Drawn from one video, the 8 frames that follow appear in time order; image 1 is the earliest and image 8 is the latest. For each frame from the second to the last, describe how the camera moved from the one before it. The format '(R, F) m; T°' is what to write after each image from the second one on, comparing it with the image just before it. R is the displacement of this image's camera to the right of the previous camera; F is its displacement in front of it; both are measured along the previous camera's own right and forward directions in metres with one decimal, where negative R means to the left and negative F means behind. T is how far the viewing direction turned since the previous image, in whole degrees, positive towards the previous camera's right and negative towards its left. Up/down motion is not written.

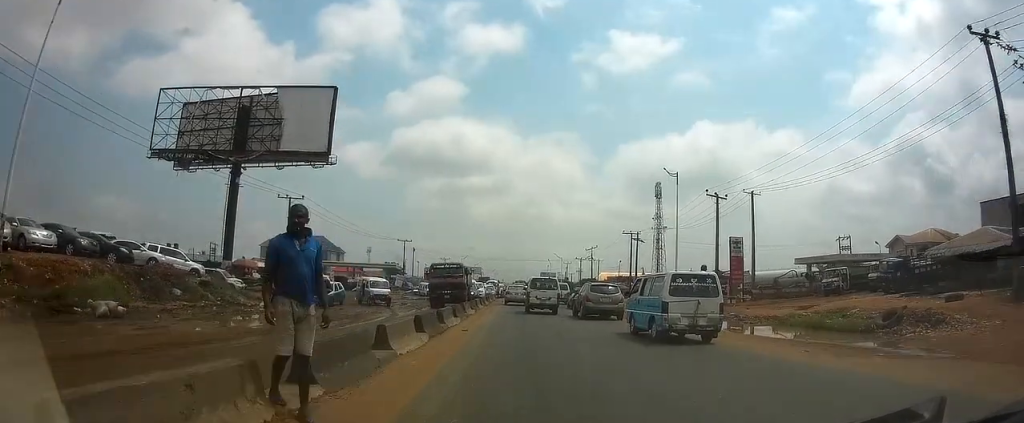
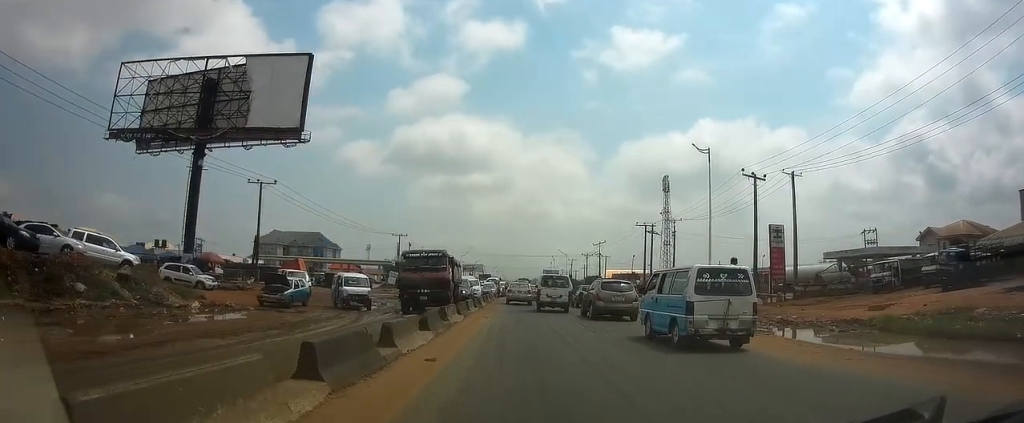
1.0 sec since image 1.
(-0.1, +7.2) m; 0°
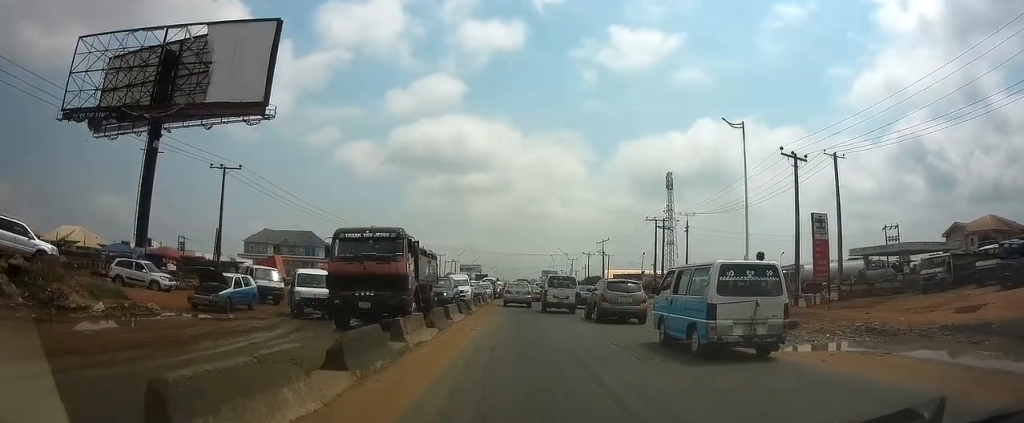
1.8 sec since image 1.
(+0.1, +6.0) m; +1°
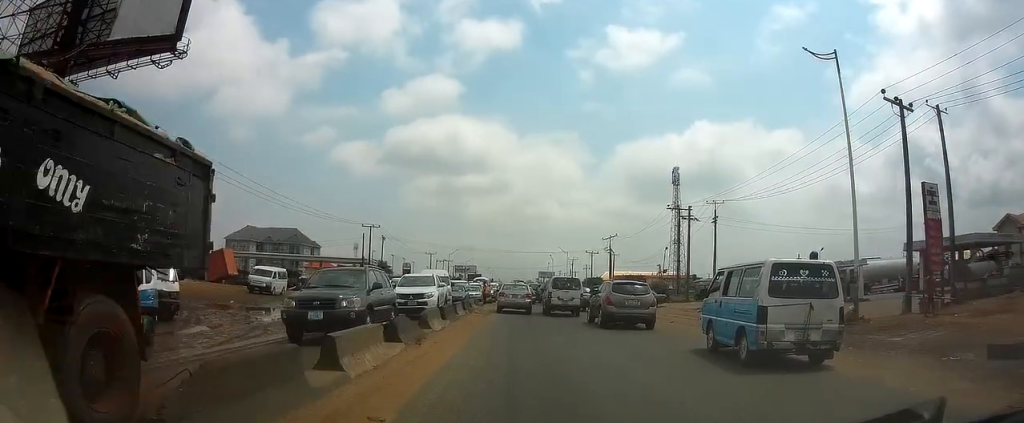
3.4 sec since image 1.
(+0.1, +10.6) m; 0°
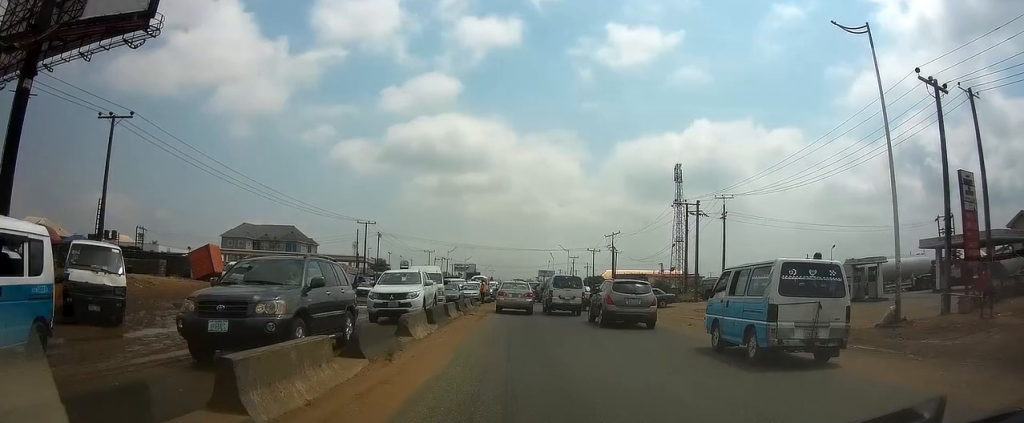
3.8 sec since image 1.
(0.0, +2.4) m; 0°
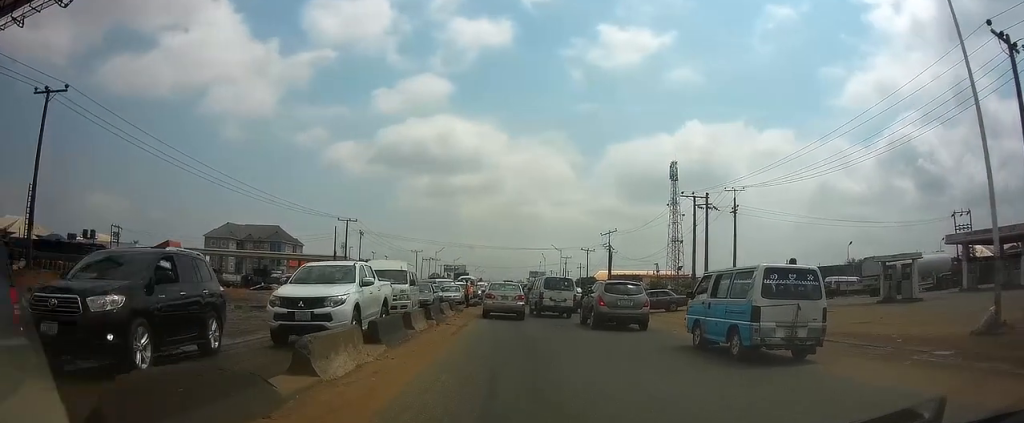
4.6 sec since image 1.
(0.0, +4.9) m; +1°
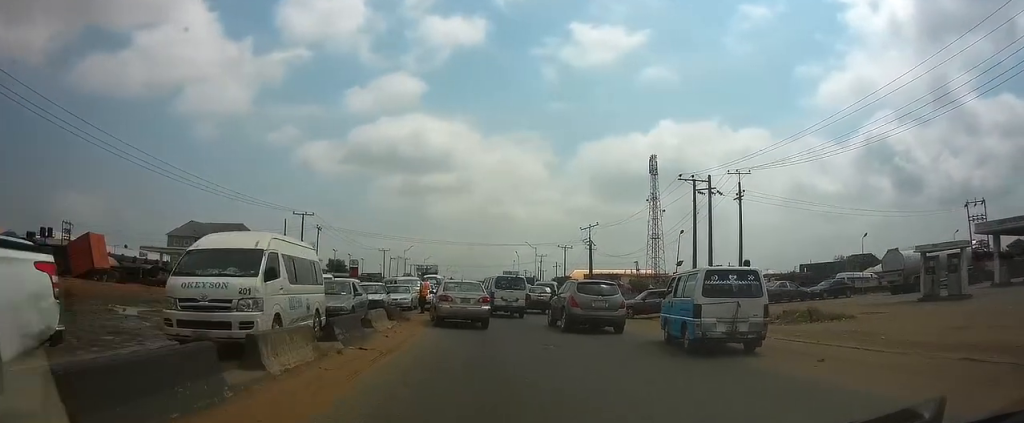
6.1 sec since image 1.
(+0.2, +7.1) m; +1°
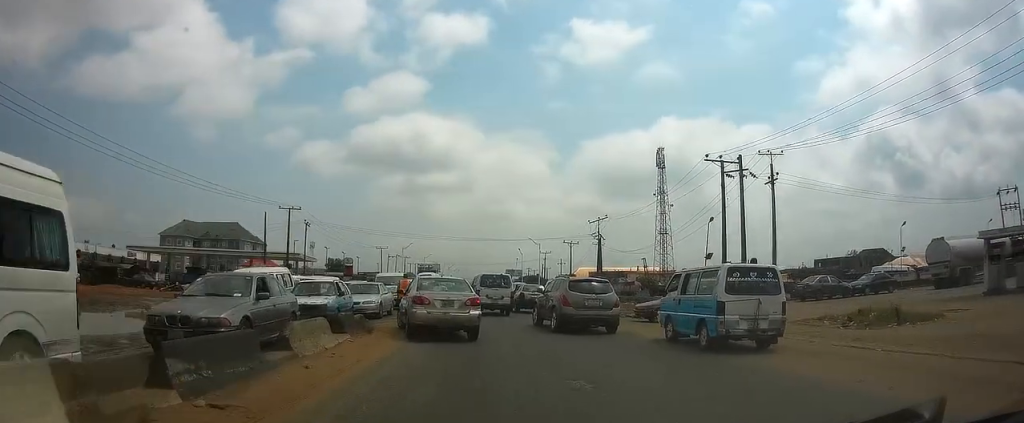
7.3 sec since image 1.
(0.0, +5.4) m; 0°
